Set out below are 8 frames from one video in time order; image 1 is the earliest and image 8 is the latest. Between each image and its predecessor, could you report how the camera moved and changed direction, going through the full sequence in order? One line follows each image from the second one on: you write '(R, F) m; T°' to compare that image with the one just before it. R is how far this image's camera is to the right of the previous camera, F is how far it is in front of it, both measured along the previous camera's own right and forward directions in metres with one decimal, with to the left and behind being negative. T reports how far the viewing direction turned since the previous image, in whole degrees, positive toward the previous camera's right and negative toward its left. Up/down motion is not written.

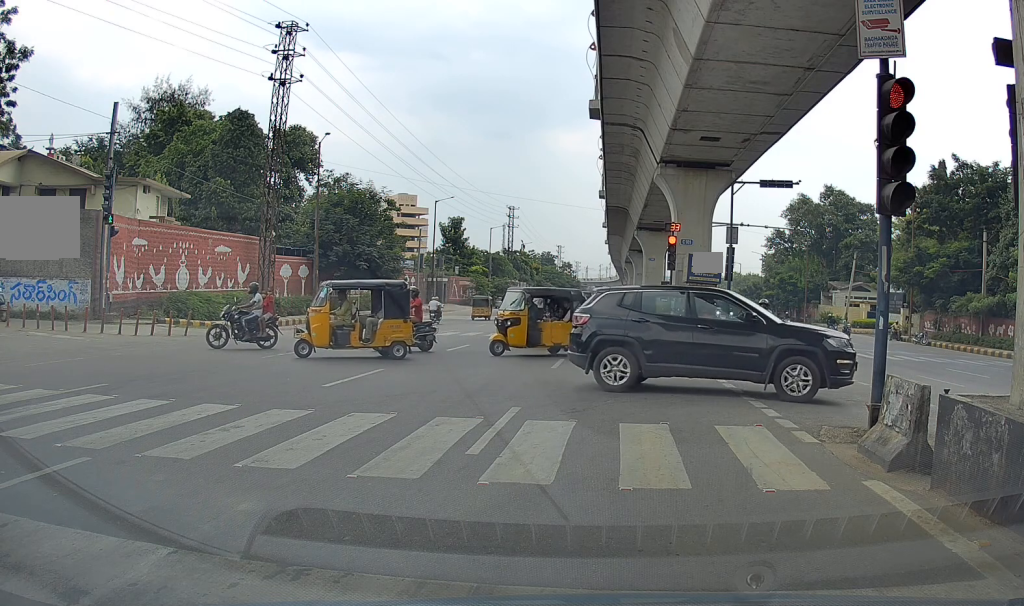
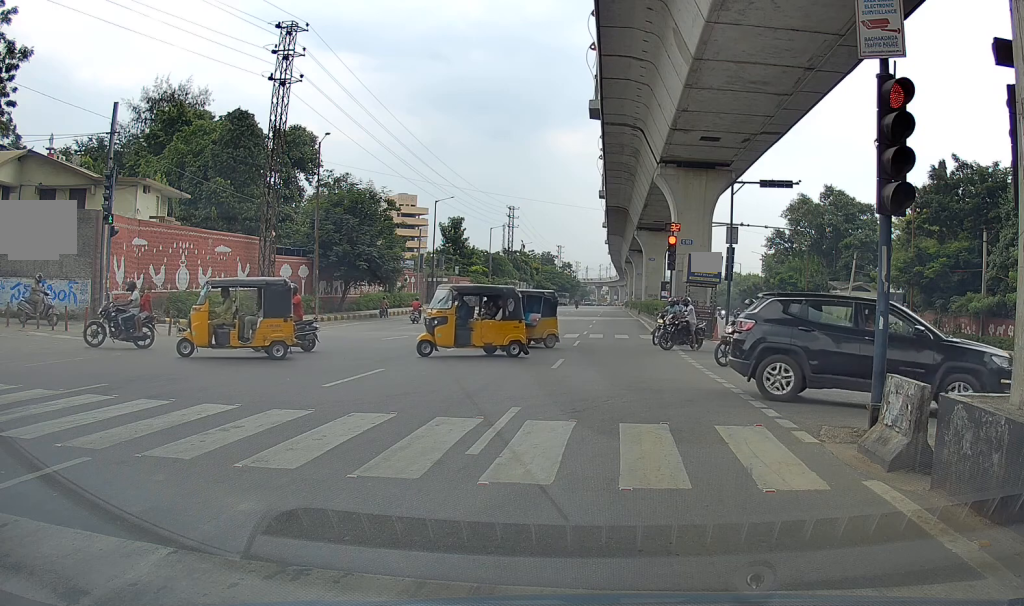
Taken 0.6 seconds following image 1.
(0.0, 0.0) m; 0°
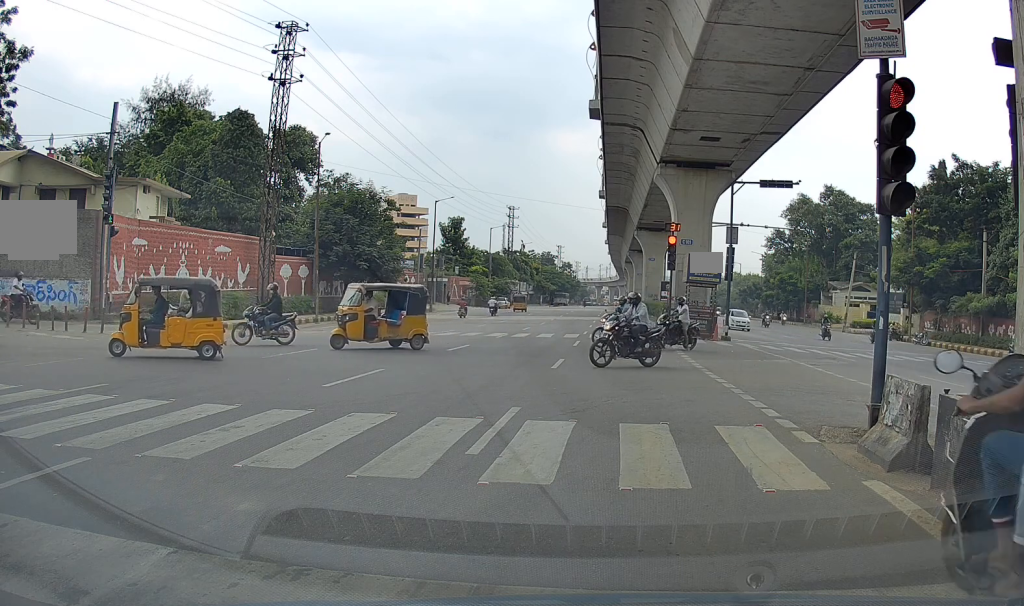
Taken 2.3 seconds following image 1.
(0.0, 0.0) m; 0°
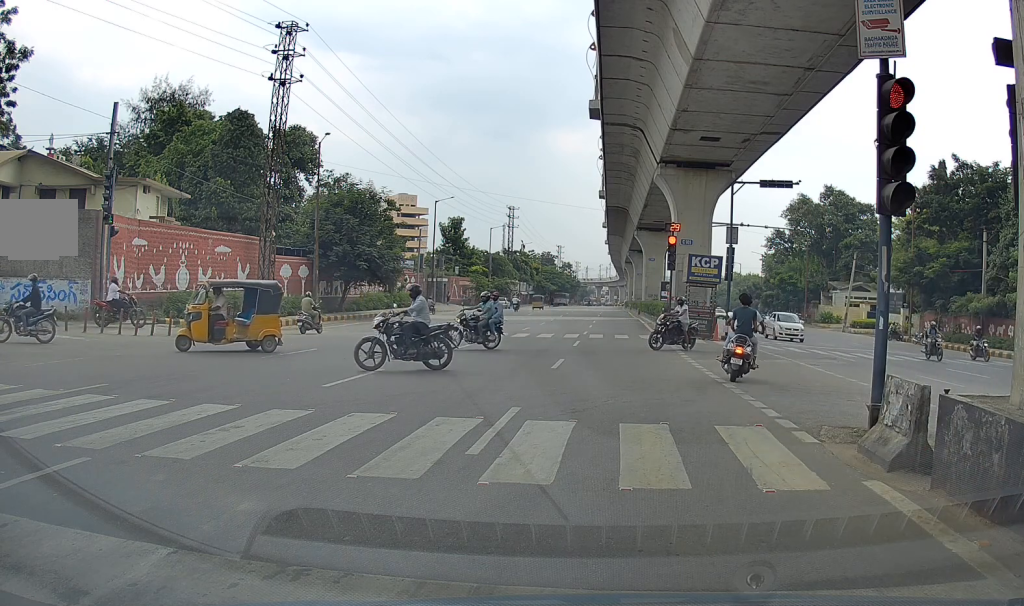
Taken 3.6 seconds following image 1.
(0.0, 0.0) m; 0°
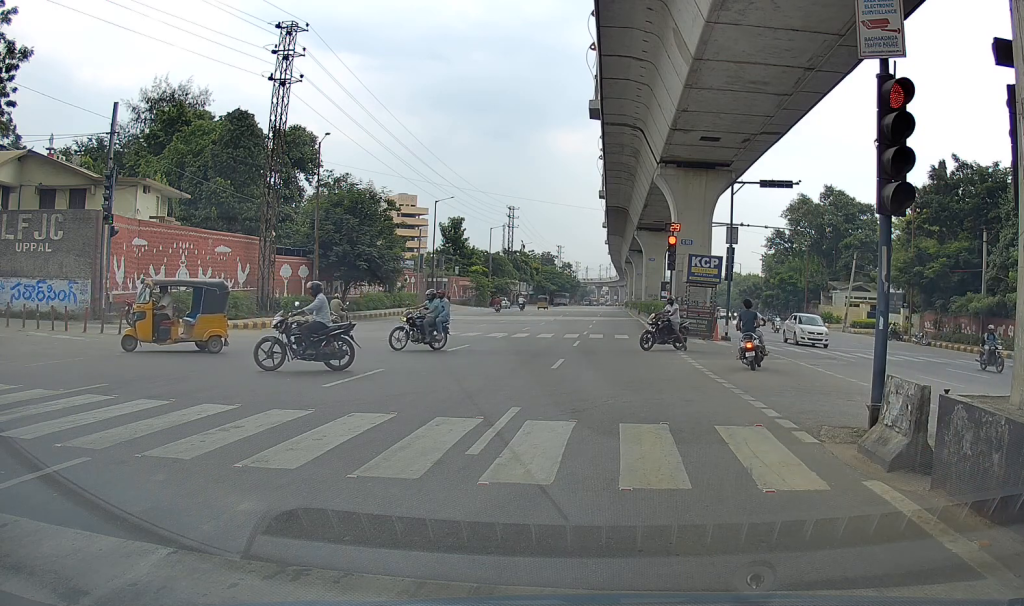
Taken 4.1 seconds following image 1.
(0.0, 0.0) m; 0°
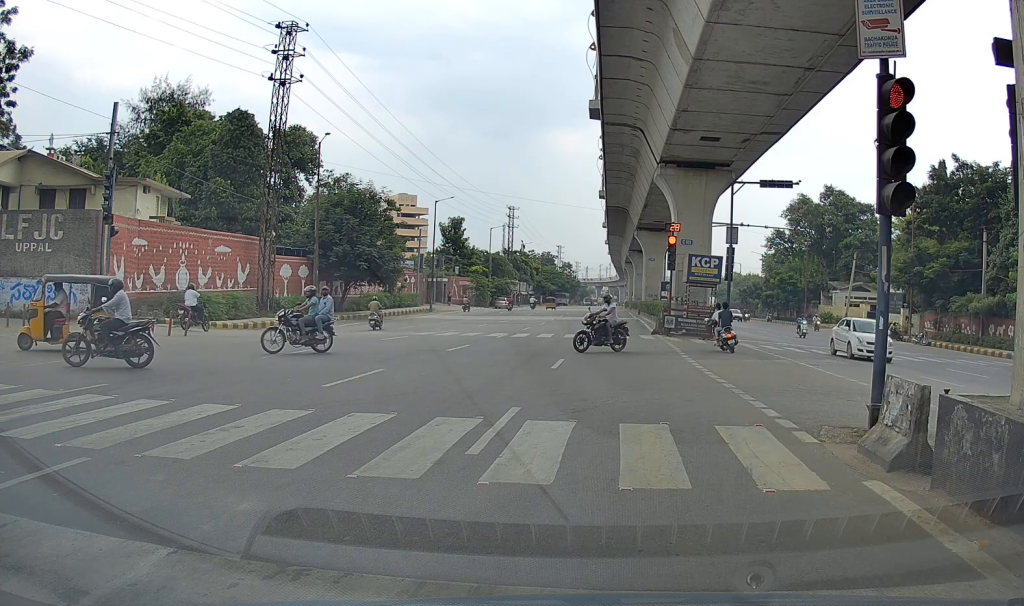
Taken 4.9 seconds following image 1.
(0.0, 0.0) m; 0°
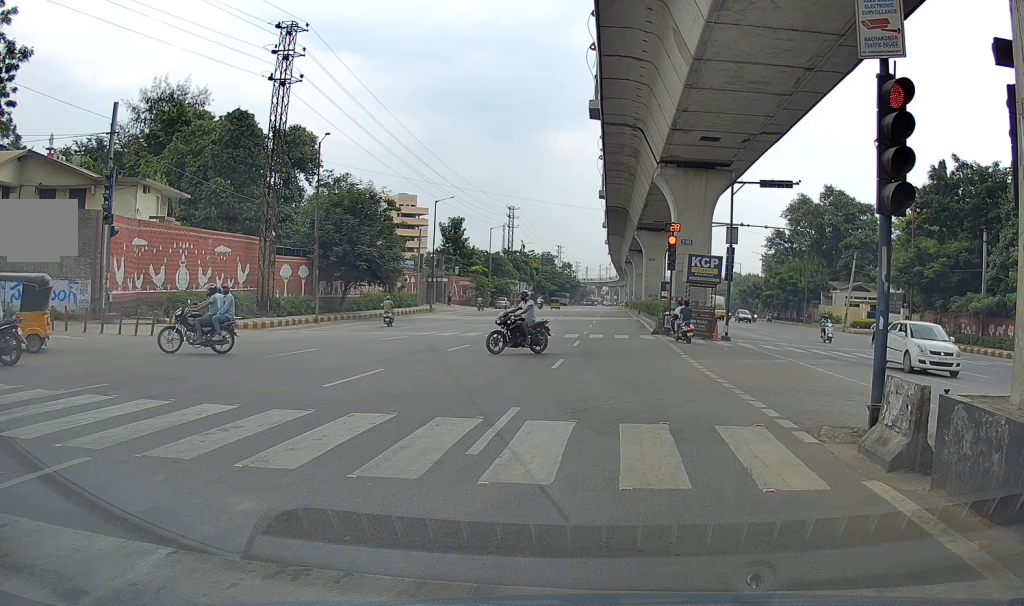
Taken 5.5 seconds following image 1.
(0.0, 0.0) m; 0°
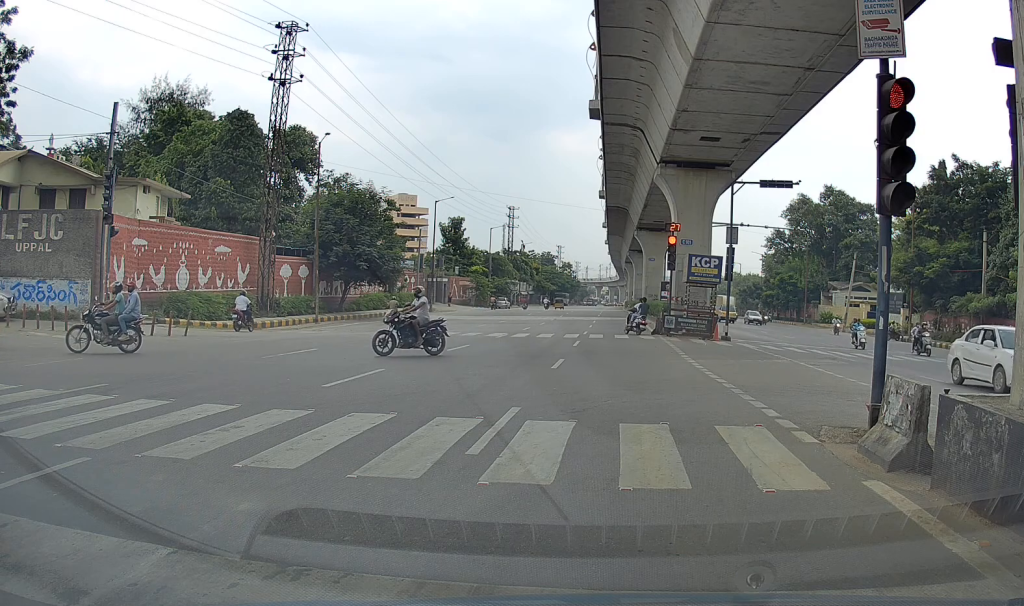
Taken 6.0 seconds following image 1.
(0.0, 0.0) m; 0°
